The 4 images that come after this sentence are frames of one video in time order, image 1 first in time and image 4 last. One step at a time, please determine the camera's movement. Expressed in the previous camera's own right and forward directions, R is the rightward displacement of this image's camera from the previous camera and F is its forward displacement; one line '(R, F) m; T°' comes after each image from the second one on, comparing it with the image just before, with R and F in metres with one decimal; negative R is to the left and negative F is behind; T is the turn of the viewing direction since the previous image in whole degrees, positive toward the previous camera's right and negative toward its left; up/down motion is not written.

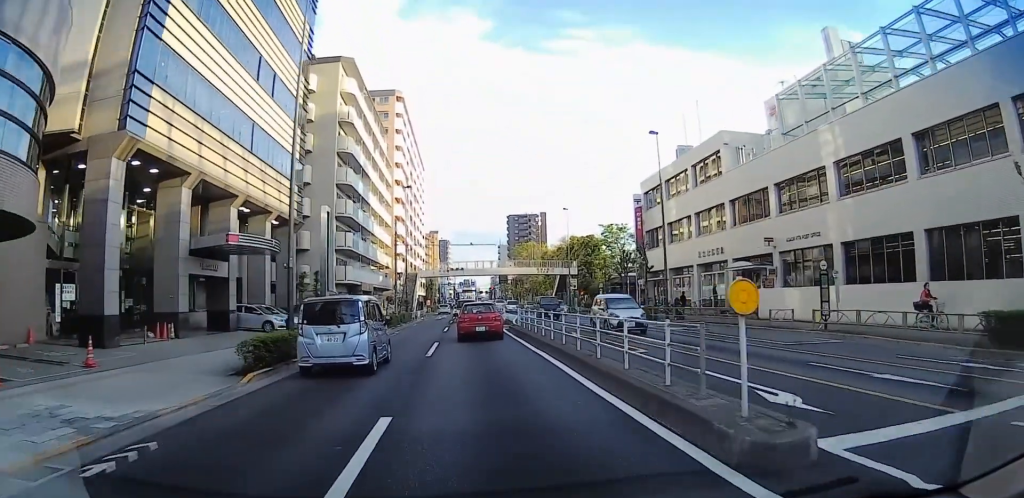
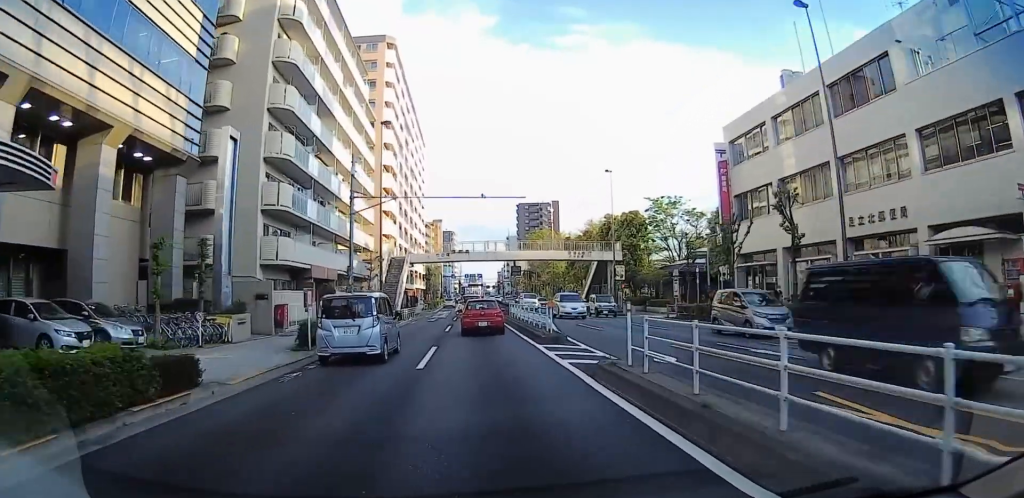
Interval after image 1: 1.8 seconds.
(-0.1, +19.9) m; -1°
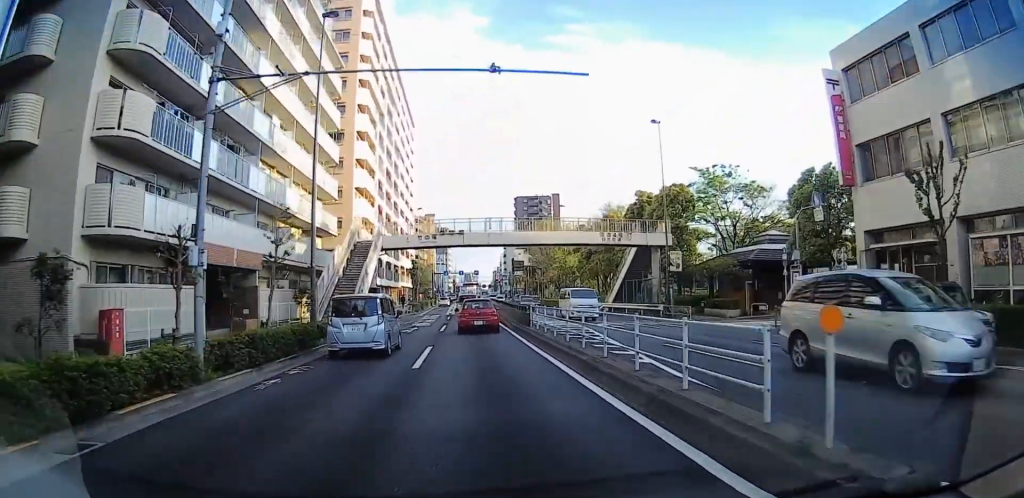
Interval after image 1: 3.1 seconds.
(0.0, +14.9) m; +1°
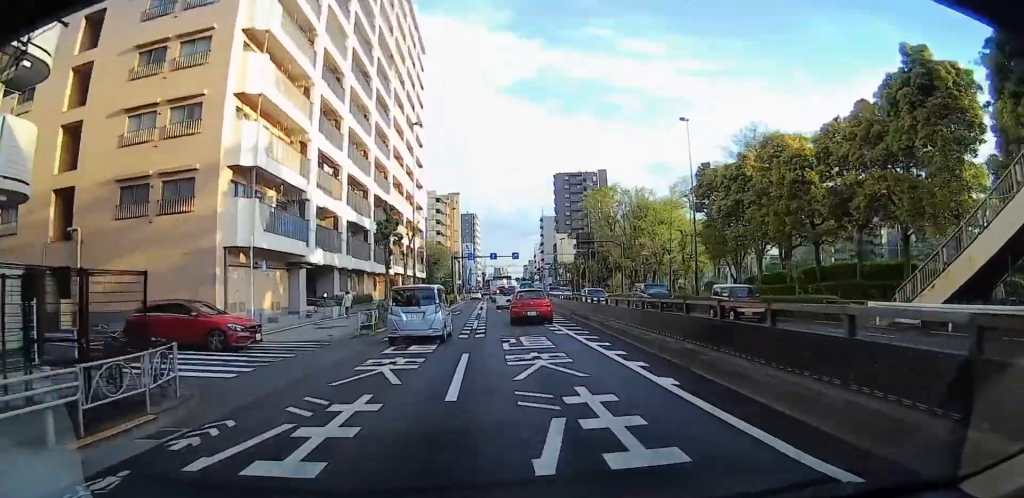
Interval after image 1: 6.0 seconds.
(-0.2, +35.0) m; 0°
